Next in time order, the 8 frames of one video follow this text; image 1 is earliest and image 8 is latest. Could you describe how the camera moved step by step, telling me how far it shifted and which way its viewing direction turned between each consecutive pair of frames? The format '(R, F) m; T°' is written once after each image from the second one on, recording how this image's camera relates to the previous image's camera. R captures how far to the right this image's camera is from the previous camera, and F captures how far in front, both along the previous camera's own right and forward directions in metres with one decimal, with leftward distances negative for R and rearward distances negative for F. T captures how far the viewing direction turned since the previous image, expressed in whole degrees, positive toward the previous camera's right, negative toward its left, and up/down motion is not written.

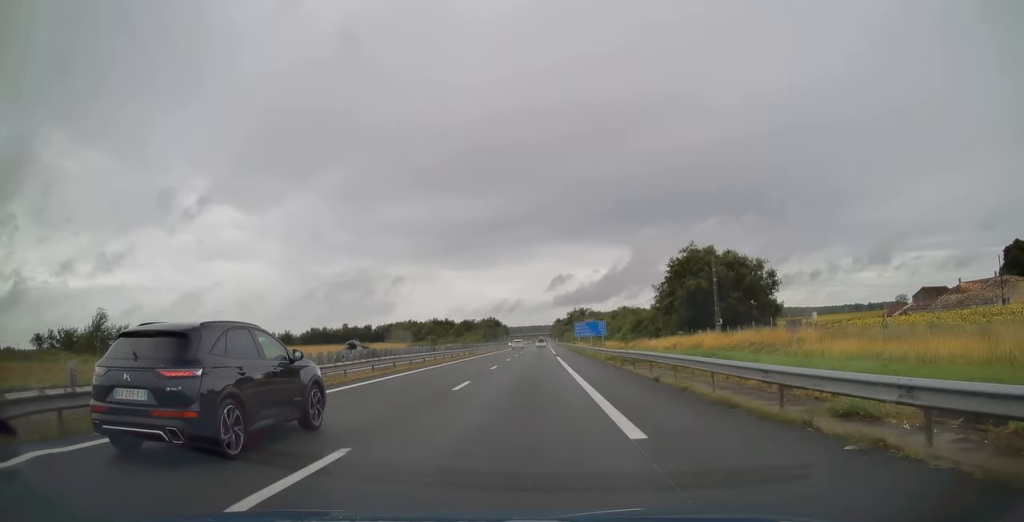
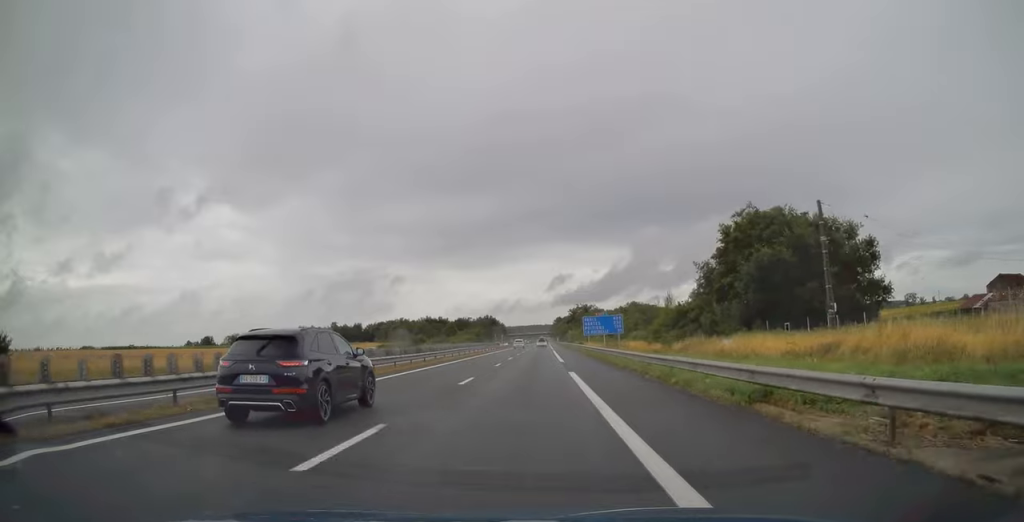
(+0.1, +23.7) m; 0°
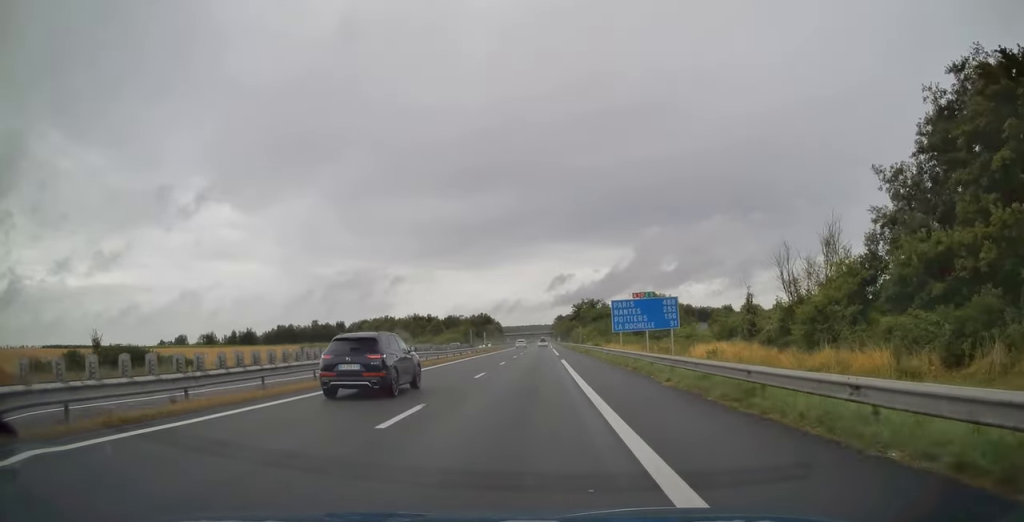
(0.0, +35.7) m; 0°
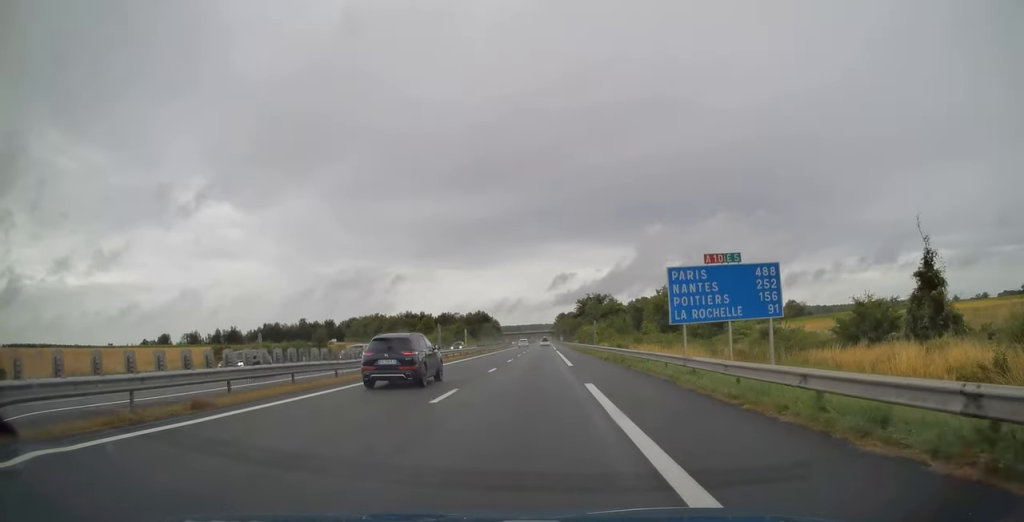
(0.0, +22.1) m; 0°
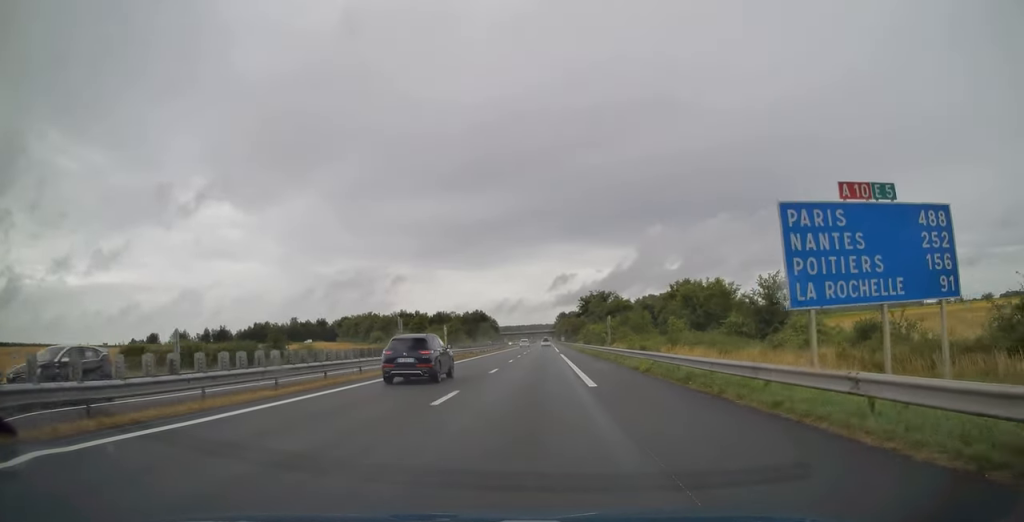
(0.0, +13.5) m; 0°
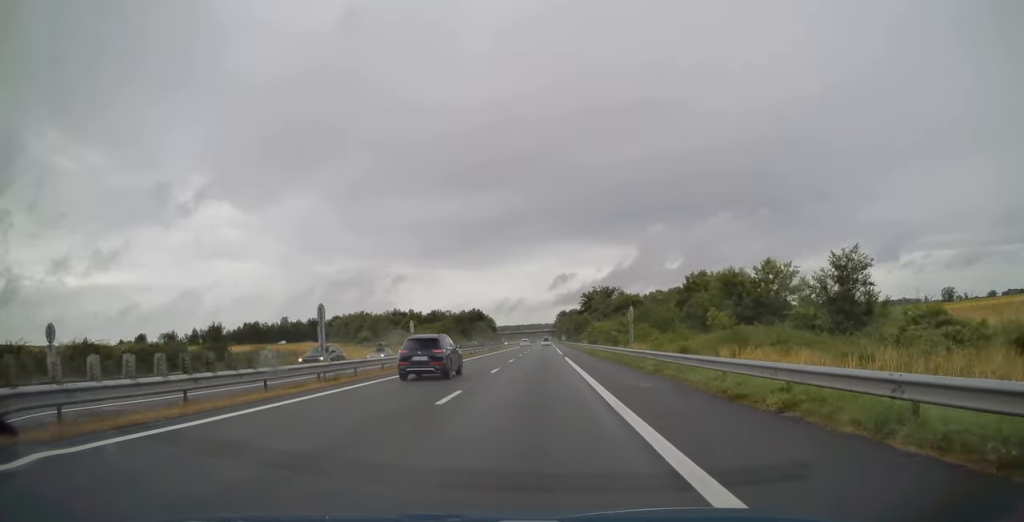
(0.0, +12.9) m; 0°
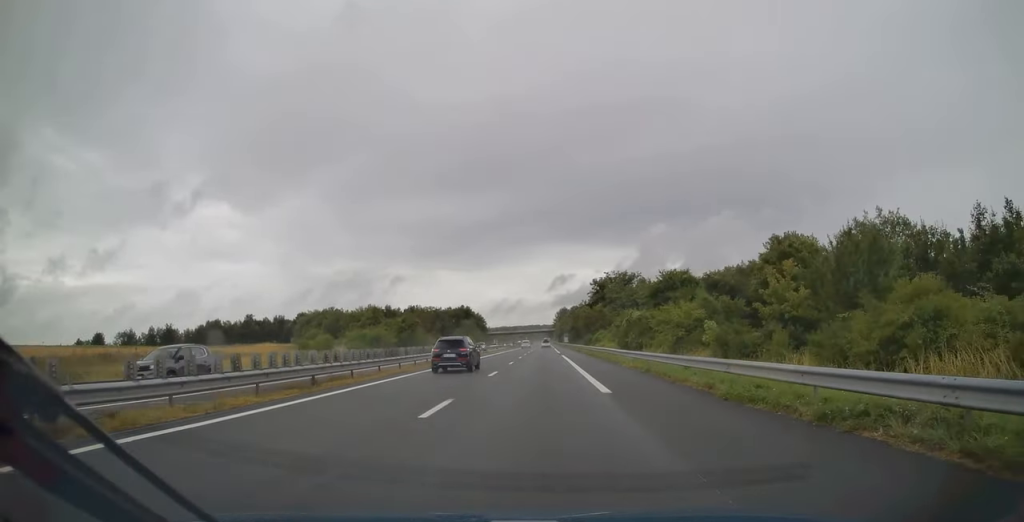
(+0.1, +40.9) m; 0°
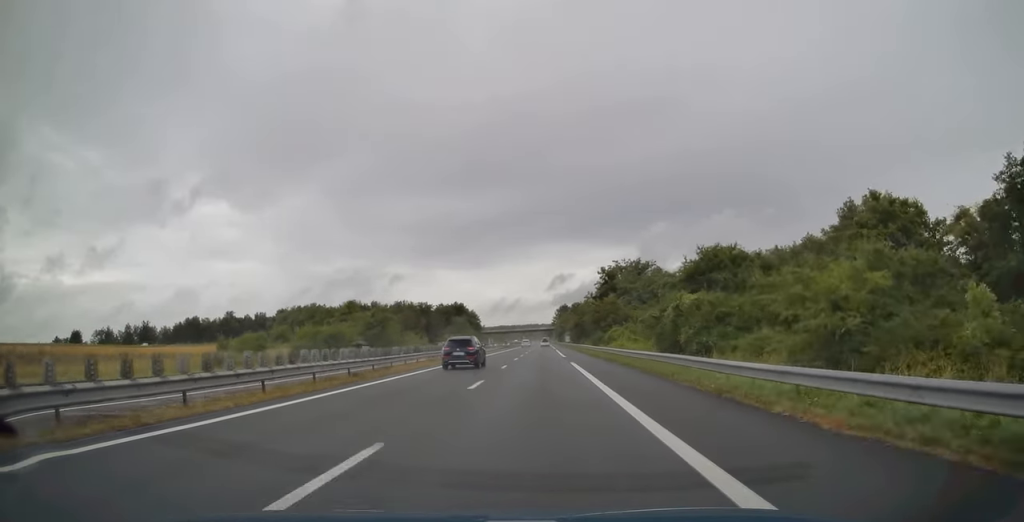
(+0.1, +19.4) m; 0°
